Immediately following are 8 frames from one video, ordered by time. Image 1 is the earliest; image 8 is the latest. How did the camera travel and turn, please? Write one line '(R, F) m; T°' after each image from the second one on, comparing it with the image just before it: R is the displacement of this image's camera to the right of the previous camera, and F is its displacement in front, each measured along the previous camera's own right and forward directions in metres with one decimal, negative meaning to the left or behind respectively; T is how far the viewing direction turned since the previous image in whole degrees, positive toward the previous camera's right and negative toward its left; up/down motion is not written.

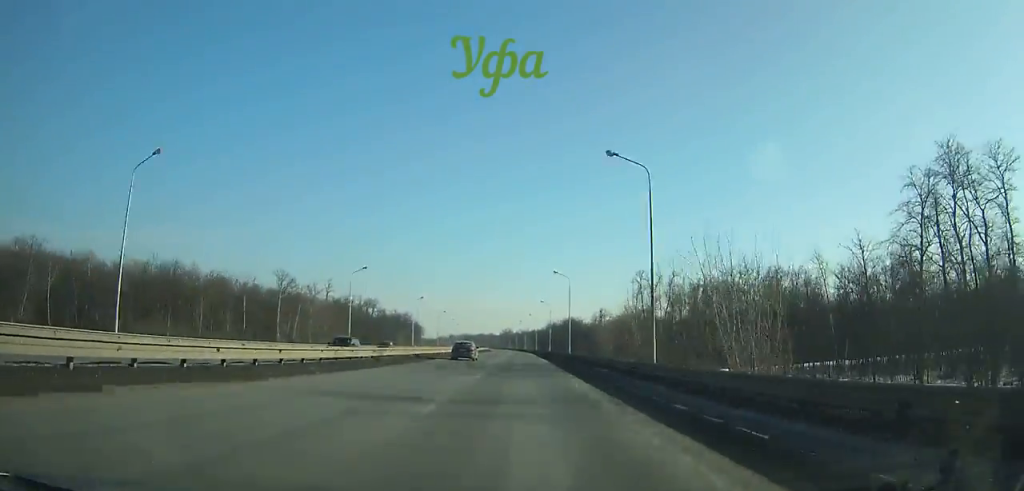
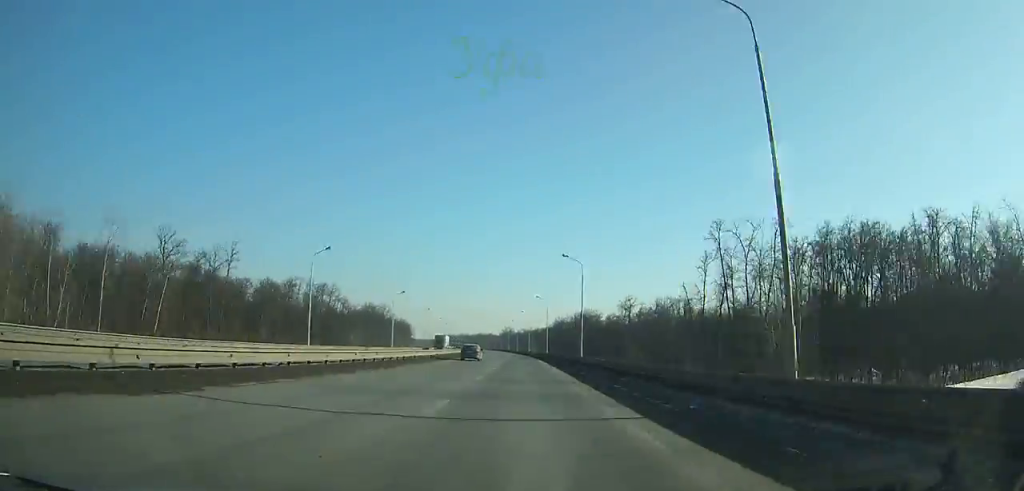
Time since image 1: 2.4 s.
(-0.1, +59.6) m; -1°
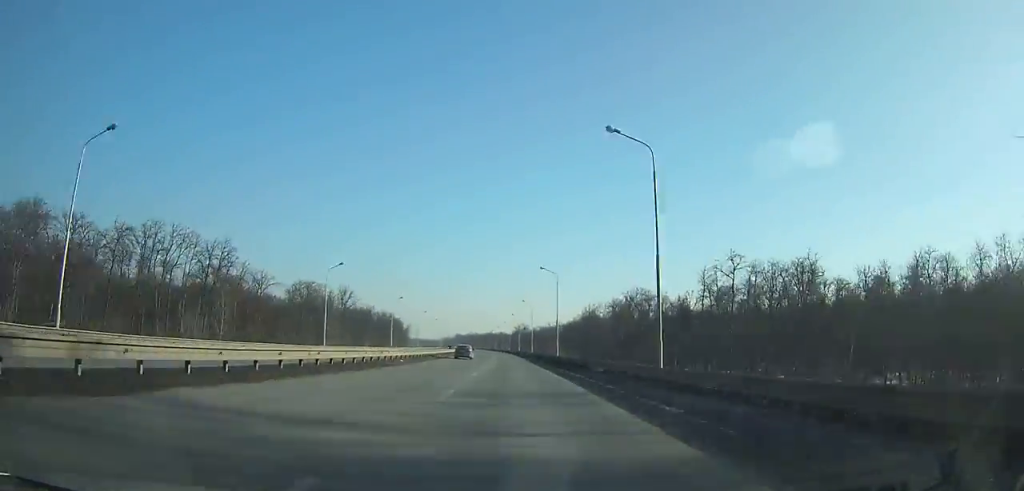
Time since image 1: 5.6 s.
(-1.0, +80.2) m; -2°
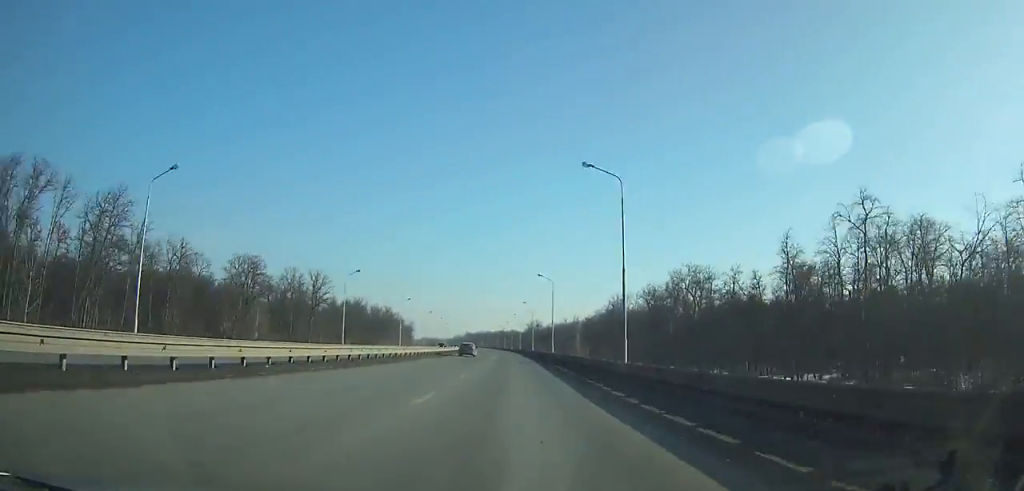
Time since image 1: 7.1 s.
(-0.2, +37.7) m; -1°
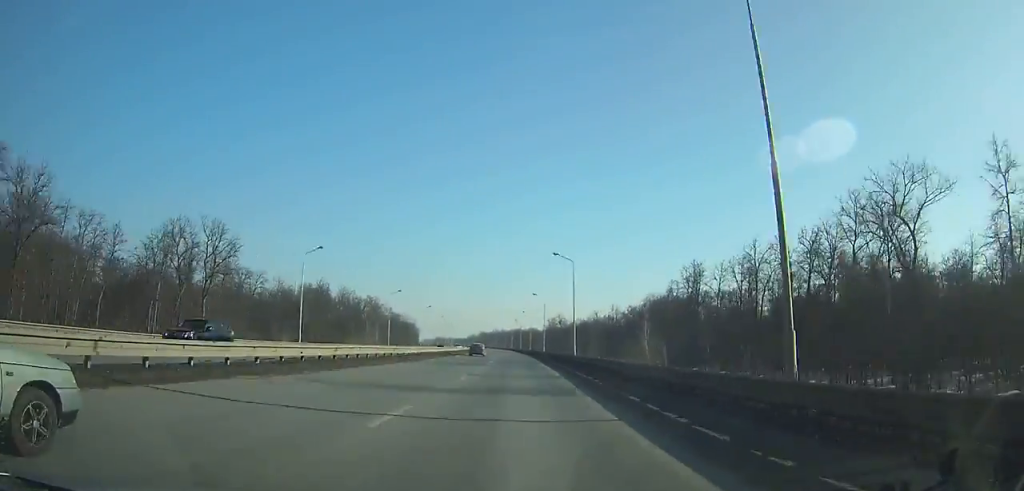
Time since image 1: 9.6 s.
(-0.9, +63.2) m; -1°
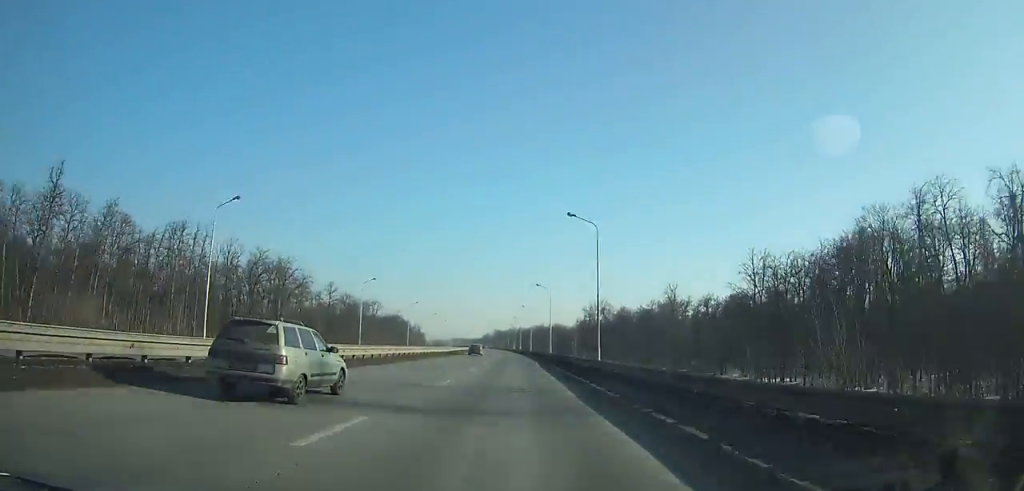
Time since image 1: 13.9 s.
(-2.3, +109.1) m; -2°
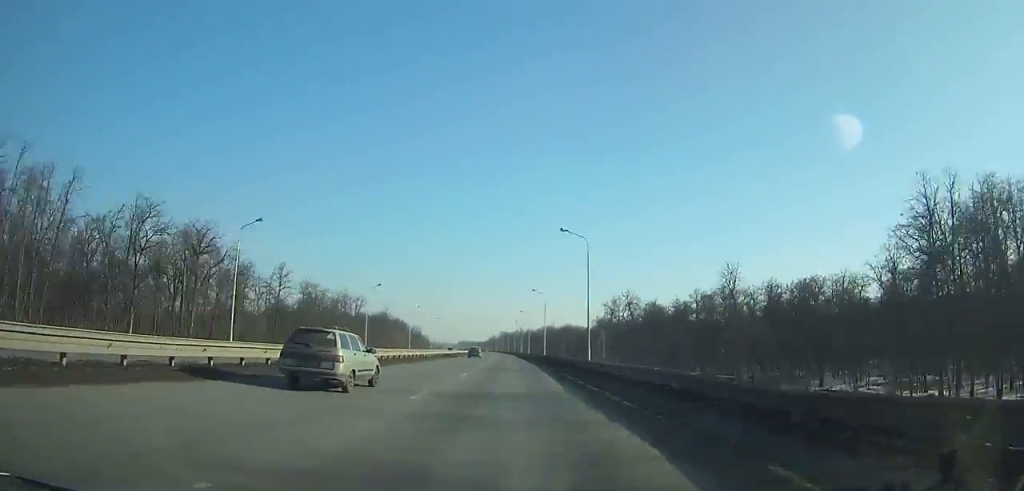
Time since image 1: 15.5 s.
(-0.2, +40.7) m; -1°
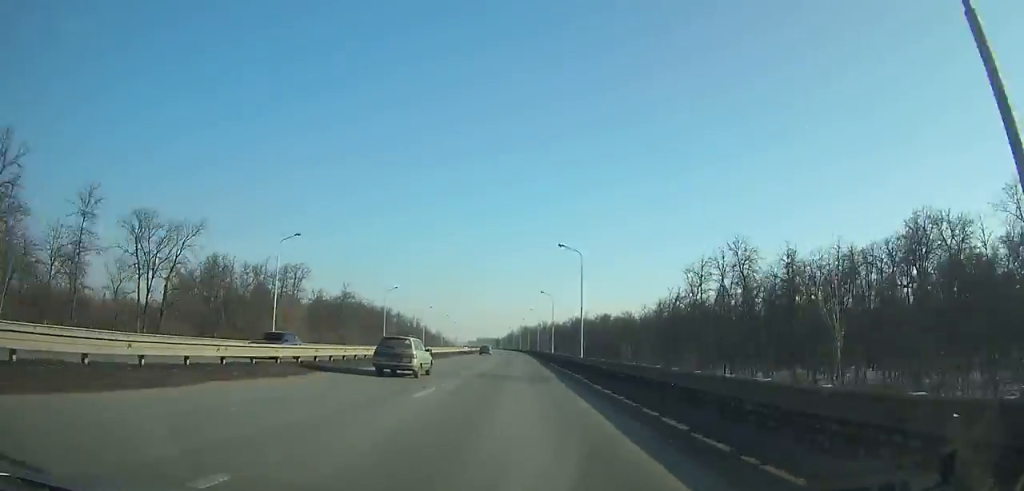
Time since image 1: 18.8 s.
(-1.2, +84.3) m; -1°
